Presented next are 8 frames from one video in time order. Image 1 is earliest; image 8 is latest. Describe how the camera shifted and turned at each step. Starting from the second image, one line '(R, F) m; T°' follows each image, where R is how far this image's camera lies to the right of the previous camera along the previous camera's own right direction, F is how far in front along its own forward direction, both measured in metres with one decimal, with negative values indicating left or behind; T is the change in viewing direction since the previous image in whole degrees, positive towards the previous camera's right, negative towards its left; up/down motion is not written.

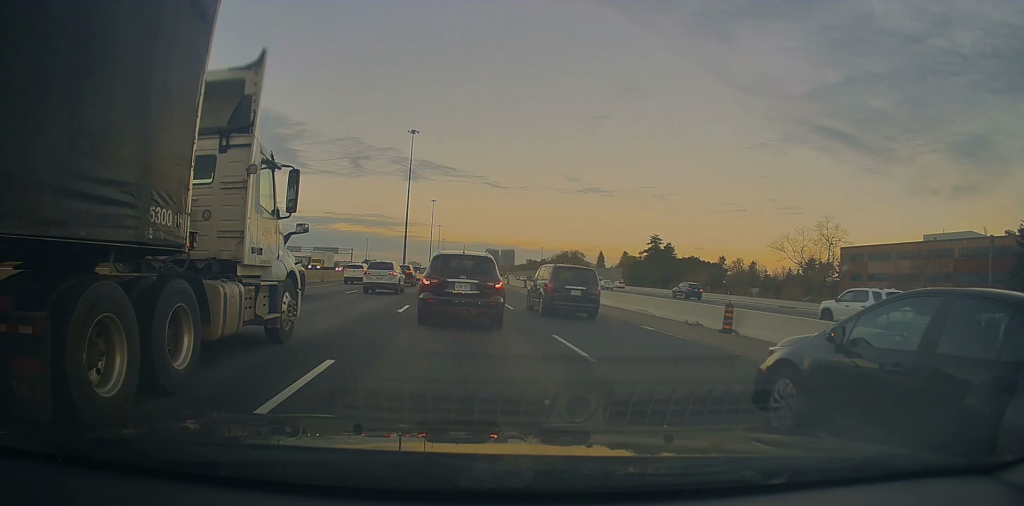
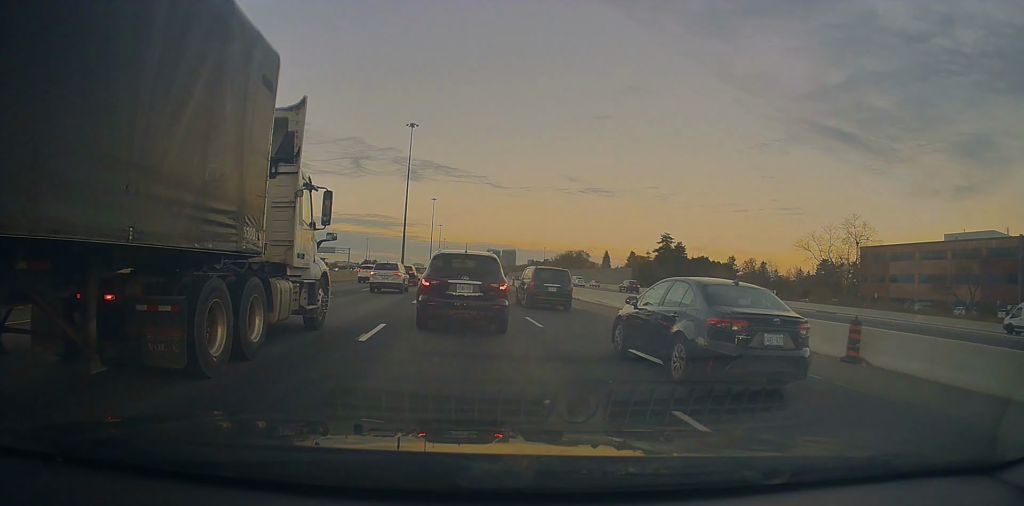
(-0.7, +7.1) m; -3°
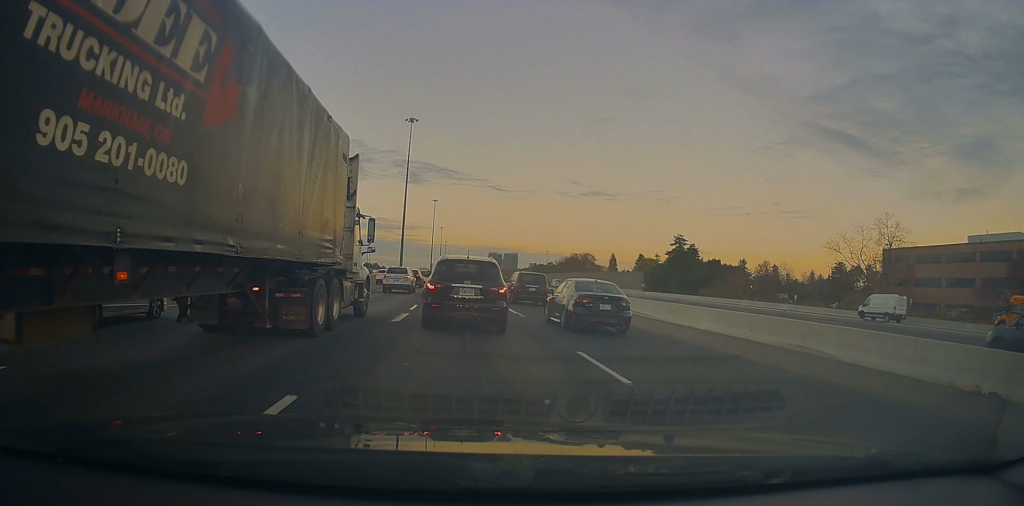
(+0.5, +7.4) m; +2°
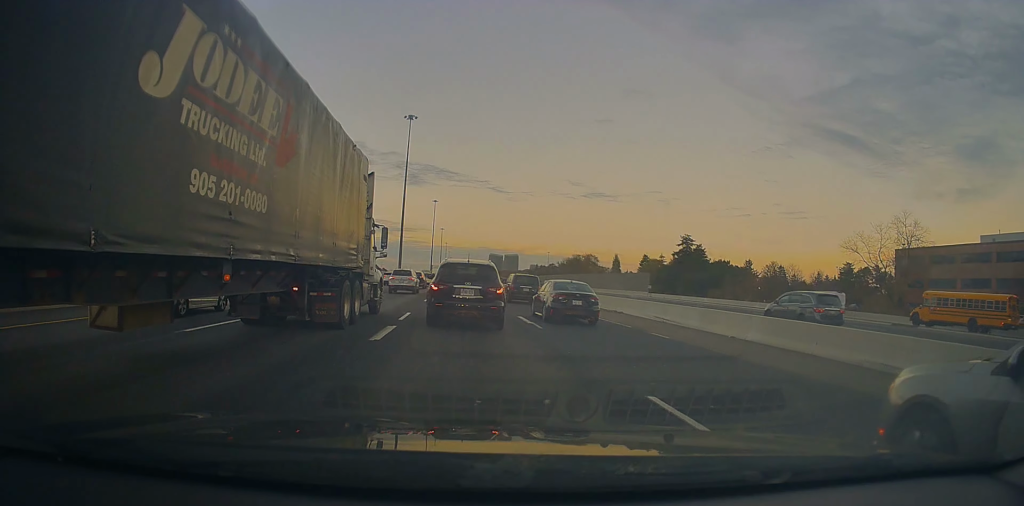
(-0.1, +4.0) m; -2°
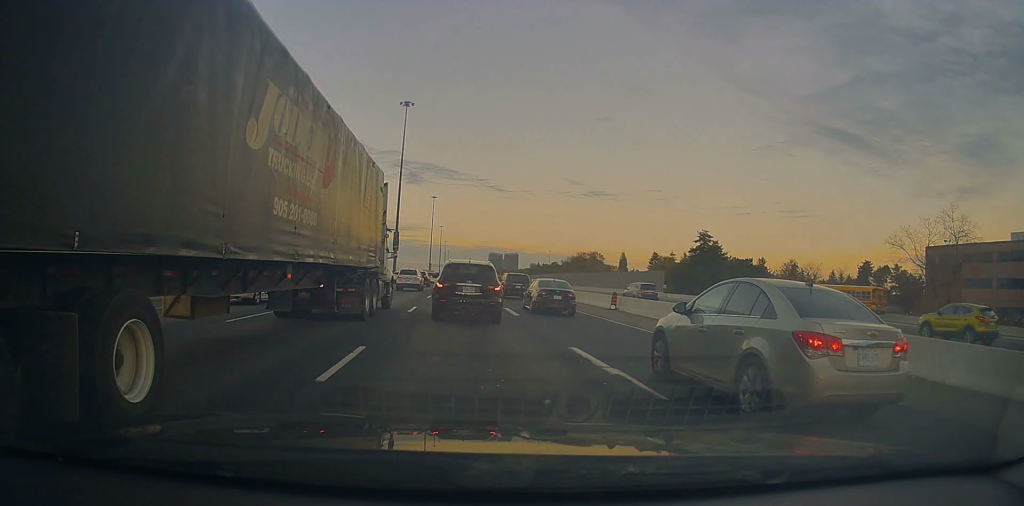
(-0.2, +9.4) m; +4°
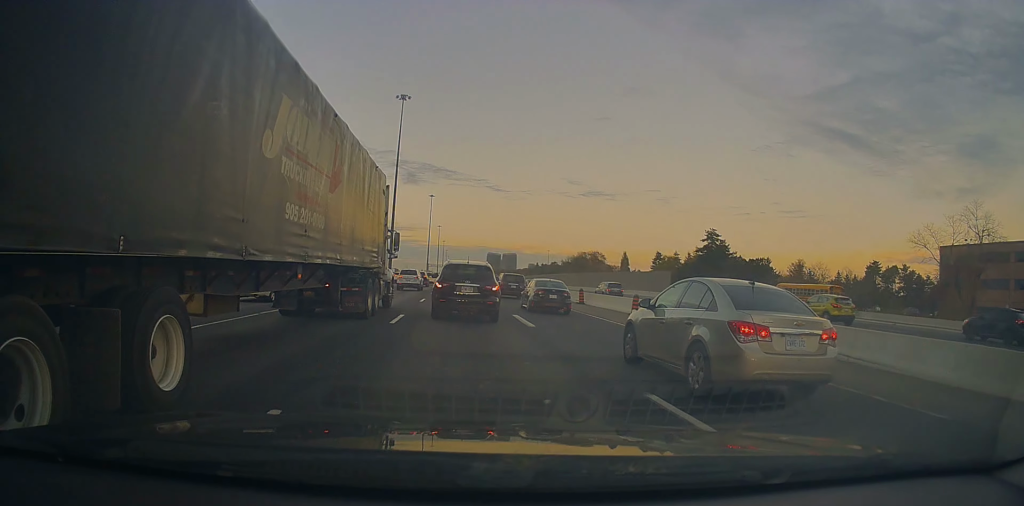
(+0.1, +4.5) m; +2°
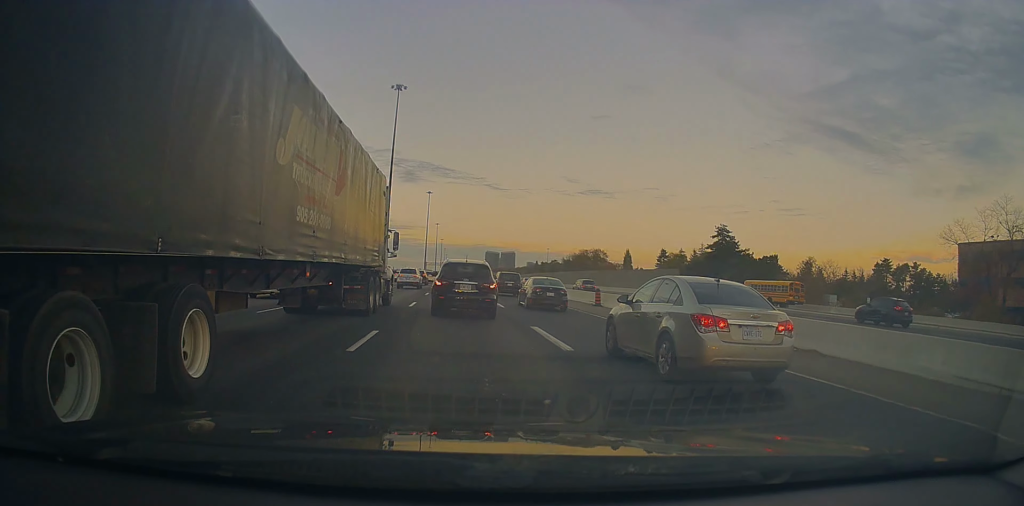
(+0.4, +5.5) m; -1°
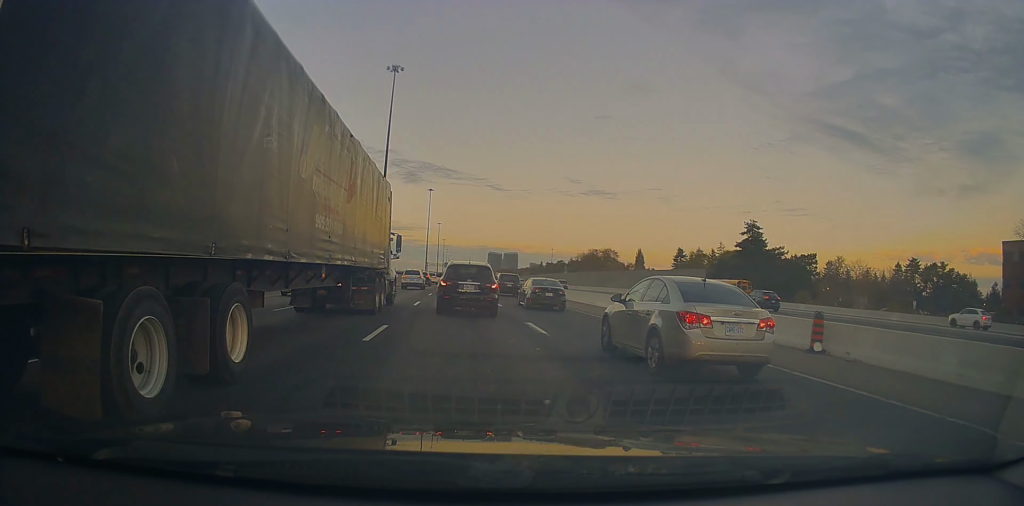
(-0.8, +10.8) m; -3°
